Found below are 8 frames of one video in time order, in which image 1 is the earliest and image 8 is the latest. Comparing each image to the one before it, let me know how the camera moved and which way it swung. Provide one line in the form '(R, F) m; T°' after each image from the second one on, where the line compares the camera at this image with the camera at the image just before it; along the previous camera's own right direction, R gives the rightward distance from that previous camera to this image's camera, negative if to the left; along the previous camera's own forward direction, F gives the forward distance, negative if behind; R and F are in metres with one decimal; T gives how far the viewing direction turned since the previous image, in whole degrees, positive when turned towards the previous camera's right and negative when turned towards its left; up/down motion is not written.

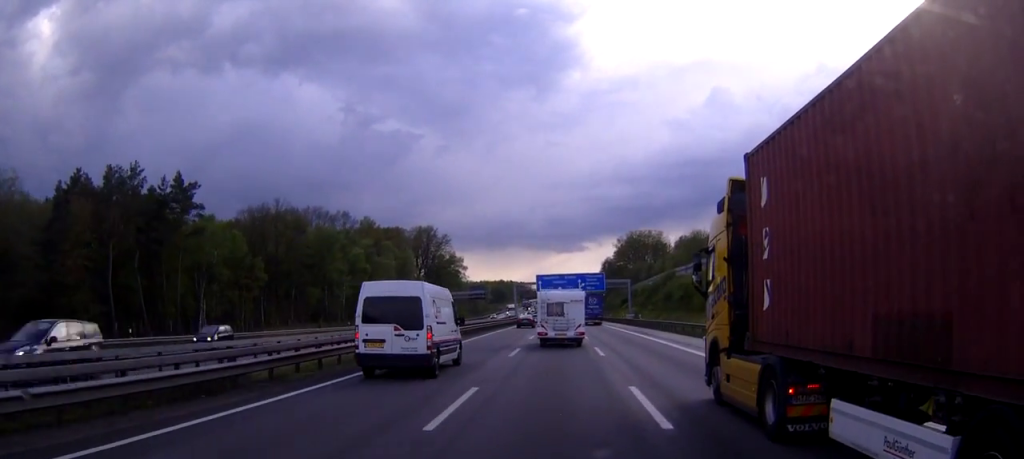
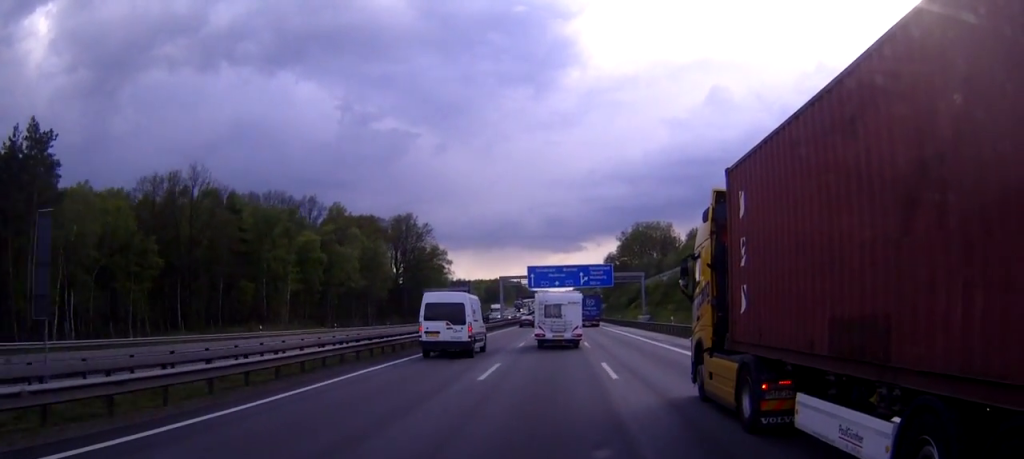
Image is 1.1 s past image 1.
(+0.1, +27.0) m; 0°
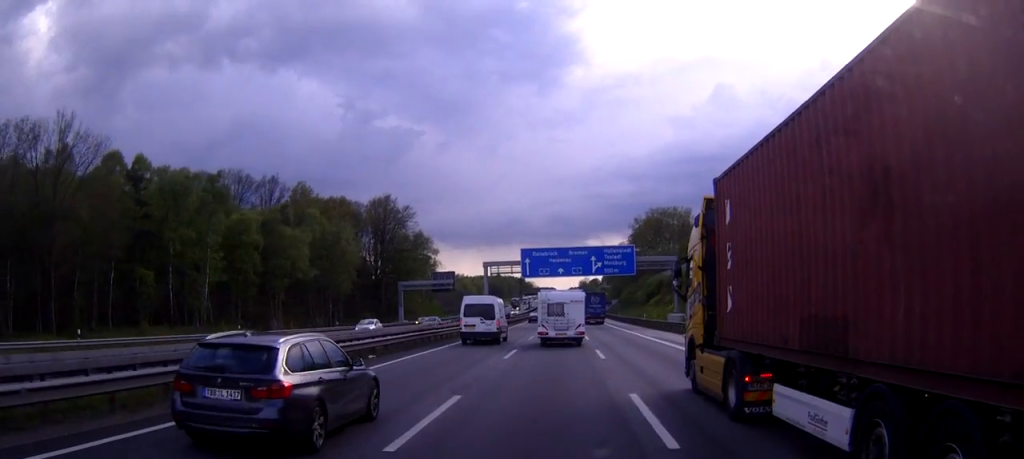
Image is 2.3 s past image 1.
(+0.1, +28.0) m; 0°
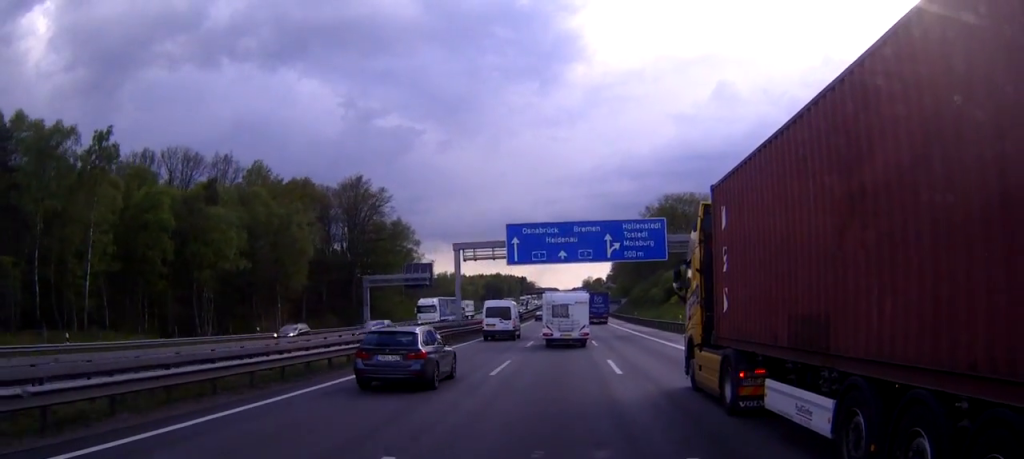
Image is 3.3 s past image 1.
(-0.1, +24.2) m; 0°
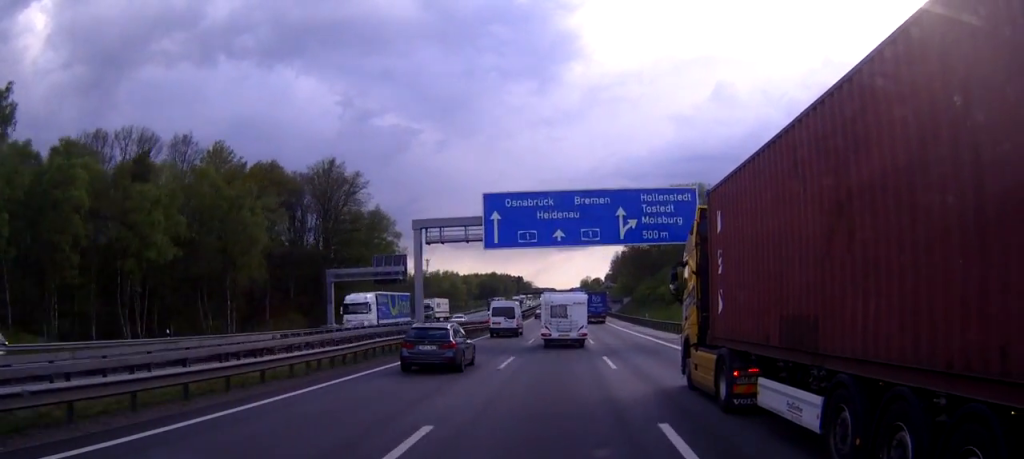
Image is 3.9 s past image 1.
(0.0, +15.4) m; 0°
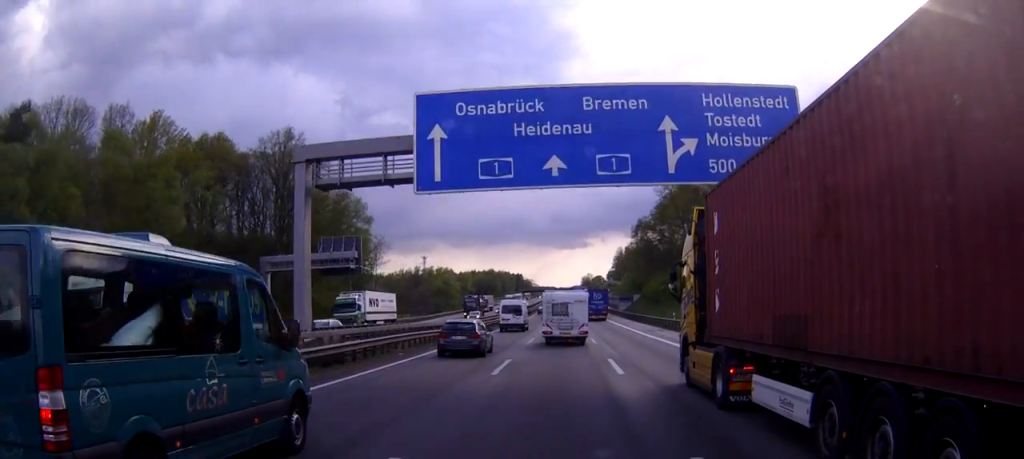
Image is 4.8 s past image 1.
(+0.1, +20.2) m; 0°
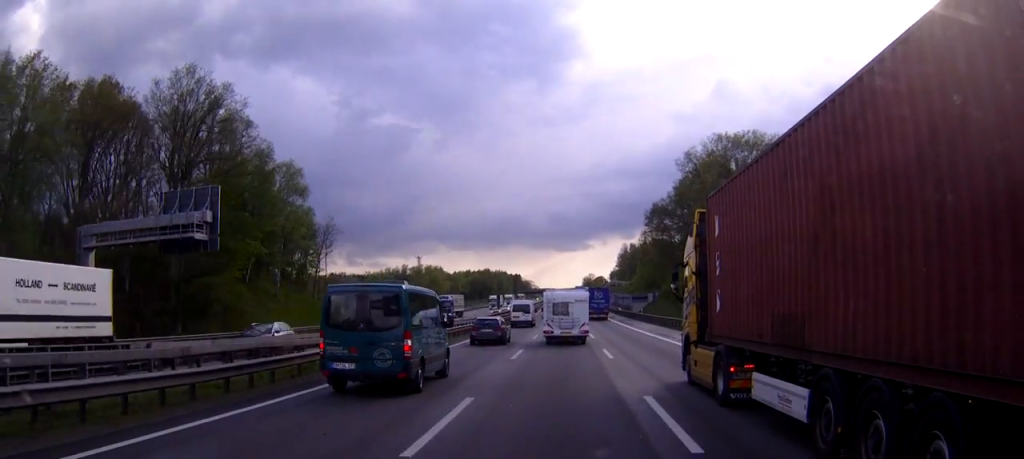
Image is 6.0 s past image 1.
(0.0, +29.0) m; 0°
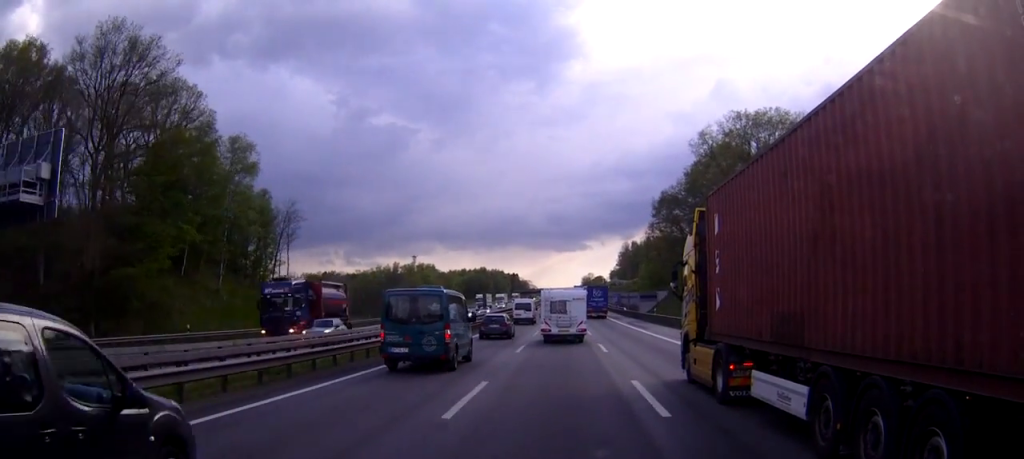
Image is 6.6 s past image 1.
(-0.1, +14.6) m; 0°
